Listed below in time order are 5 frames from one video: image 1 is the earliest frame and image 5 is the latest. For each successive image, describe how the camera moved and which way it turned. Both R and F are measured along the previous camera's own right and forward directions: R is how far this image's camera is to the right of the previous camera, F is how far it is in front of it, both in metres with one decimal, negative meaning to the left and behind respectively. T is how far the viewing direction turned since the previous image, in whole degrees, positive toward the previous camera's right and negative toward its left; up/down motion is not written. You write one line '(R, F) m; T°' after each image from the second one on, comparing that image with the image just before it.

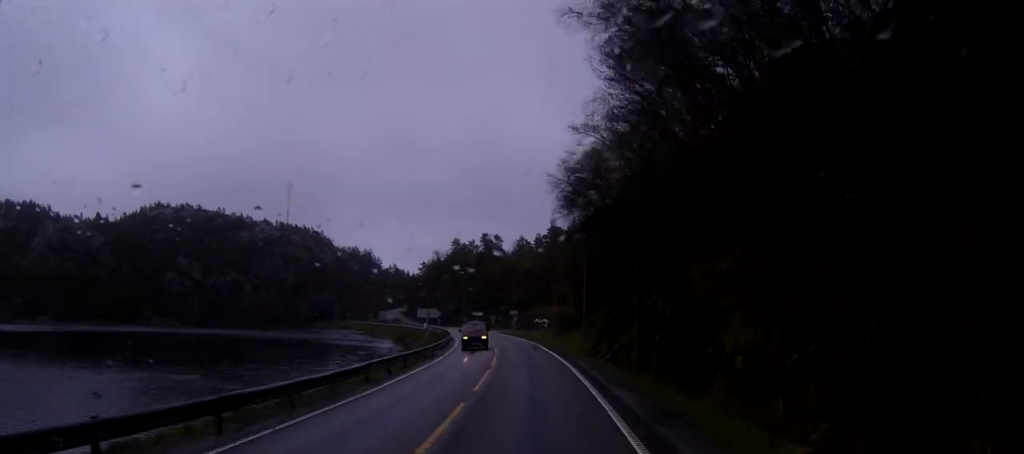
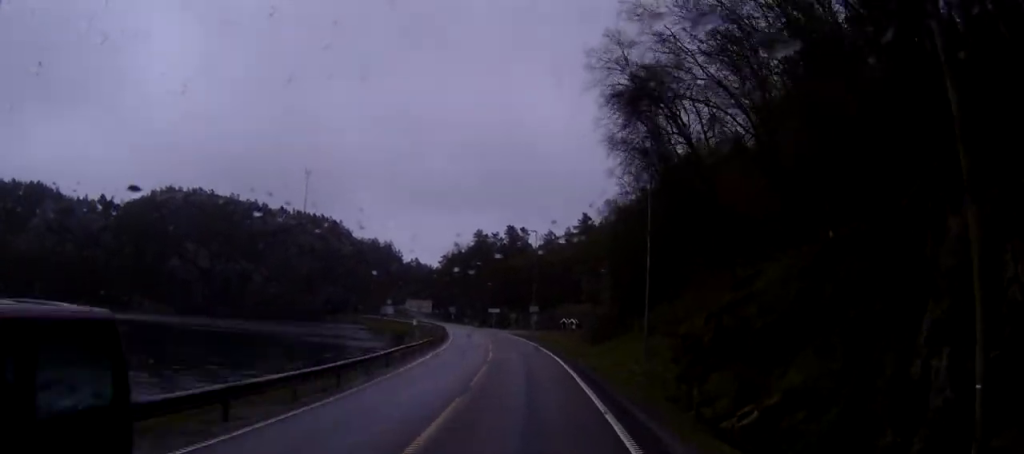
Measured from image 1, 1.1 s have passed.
(-0.6, +23.4) m; 0°
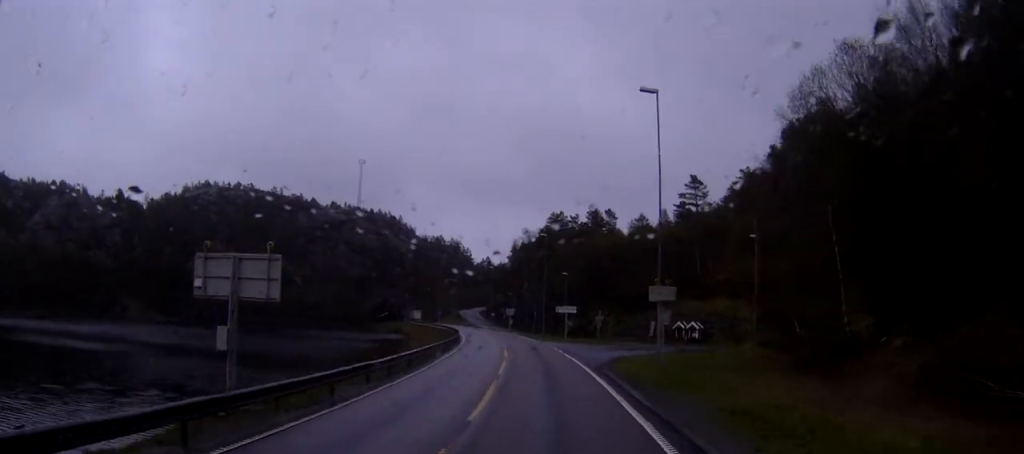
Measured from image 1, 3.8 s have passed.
(-2.7, +54.6) m; -8°
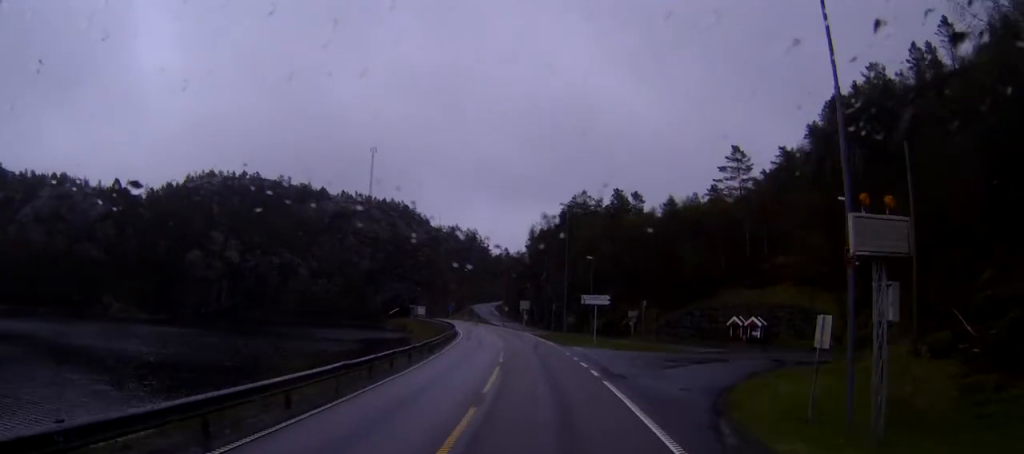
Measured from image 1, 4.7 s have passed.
(-0.4, +19.4) m; -1°
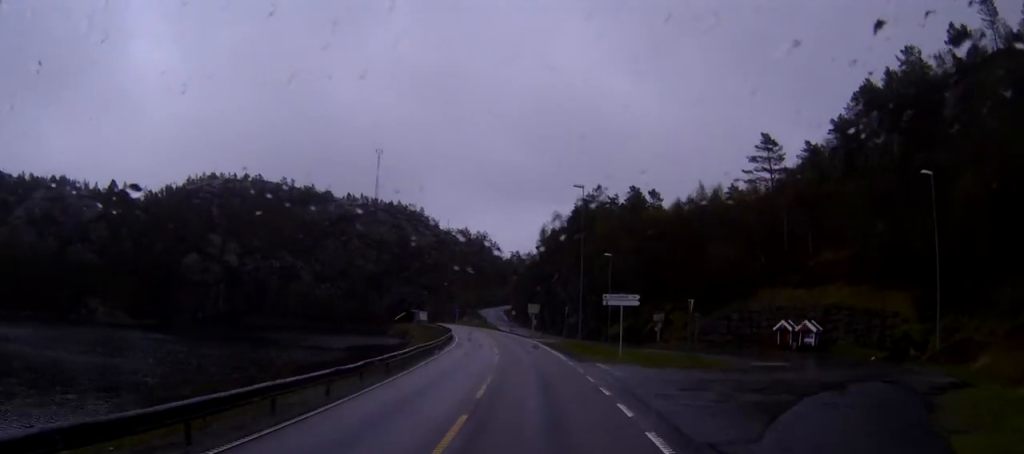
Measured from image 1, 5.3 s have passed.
(0.0, +12.5) m; 0°
